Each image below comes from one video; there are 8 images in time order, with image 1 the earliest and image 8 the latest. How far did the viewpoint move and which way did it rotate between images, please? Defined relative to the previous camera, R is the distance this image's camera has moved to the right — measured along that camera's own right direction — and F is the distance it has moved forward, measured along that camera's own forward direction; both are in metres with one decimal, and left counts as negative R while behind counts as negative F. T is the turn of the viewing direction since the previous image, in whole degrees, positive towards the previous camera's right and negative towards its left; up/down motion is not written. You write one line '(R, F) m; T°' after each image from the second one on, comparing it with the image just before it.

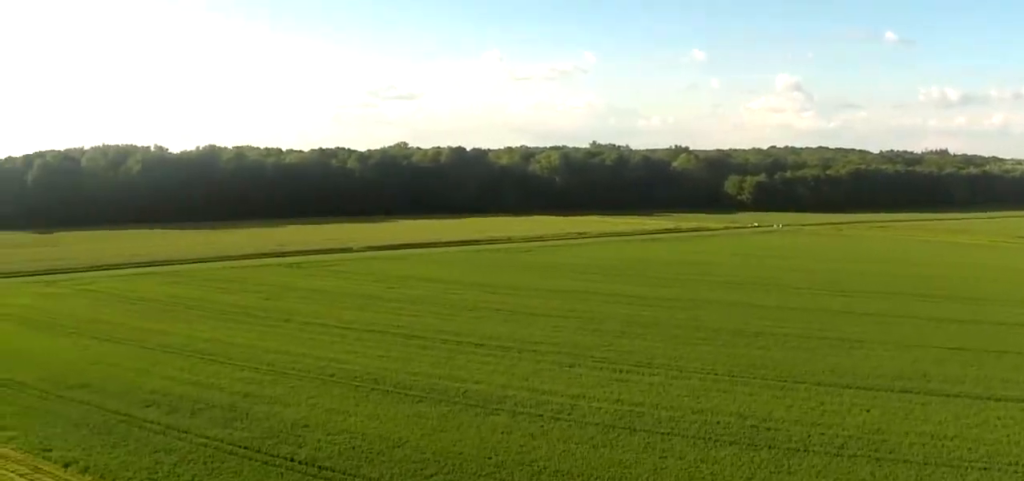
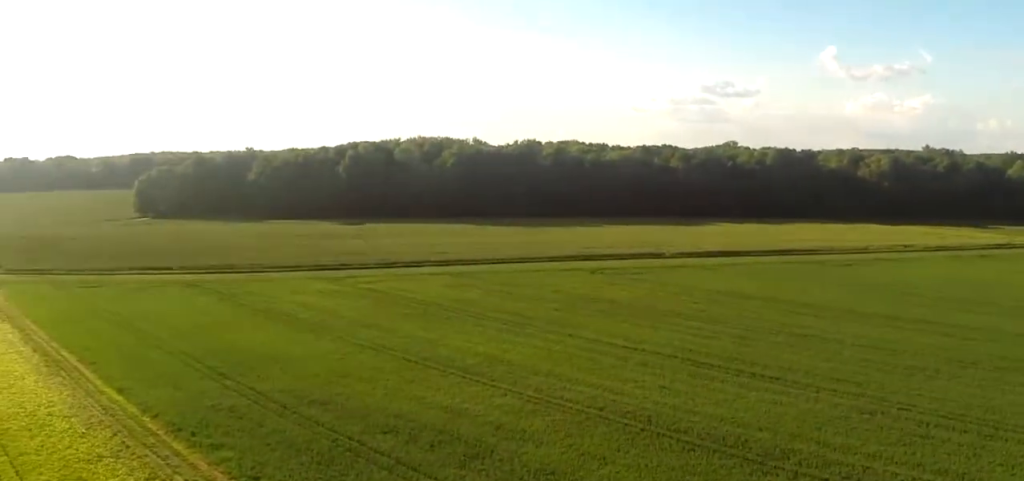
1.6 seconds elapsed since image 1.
(-1.9, +13.6) m; -15°
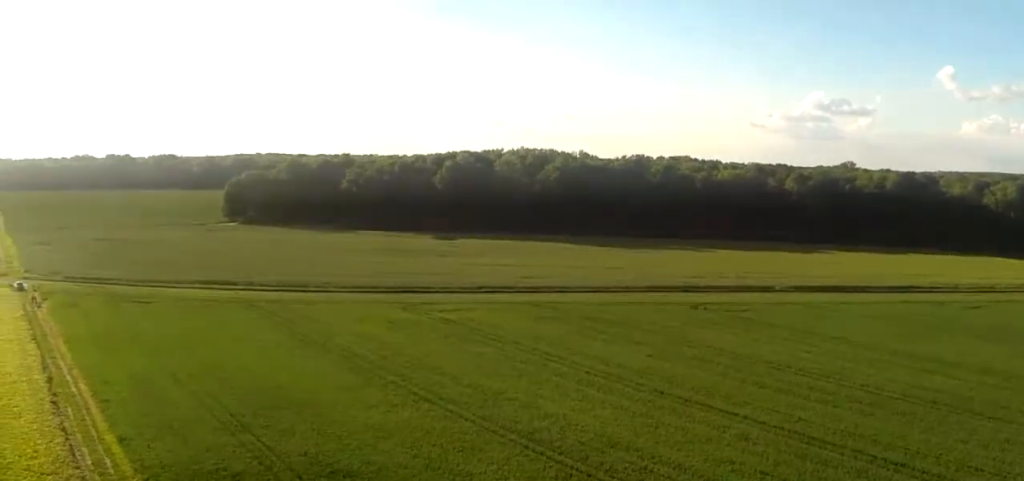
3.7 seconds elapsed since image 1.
(-4.3, +19.0) m; -26°
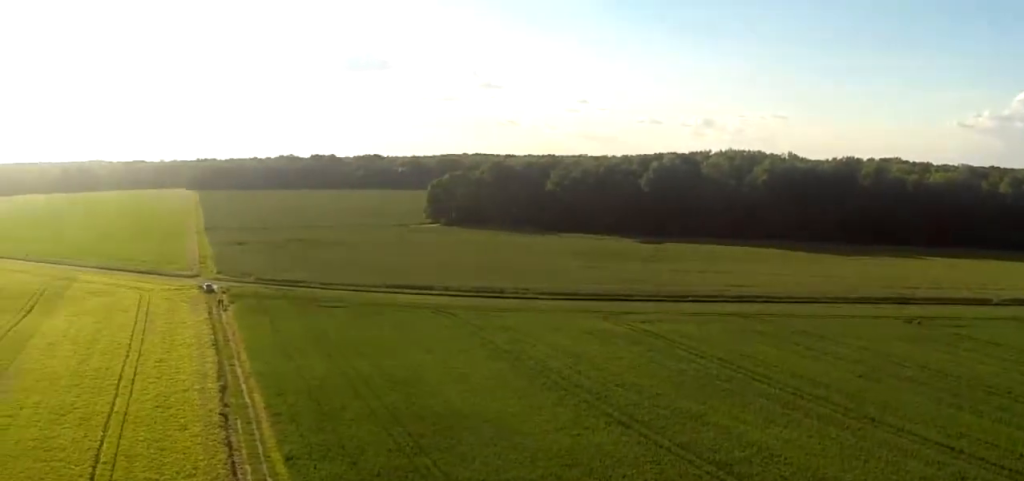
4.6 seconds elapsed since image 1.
(-0.6, +7.9) m; -9°
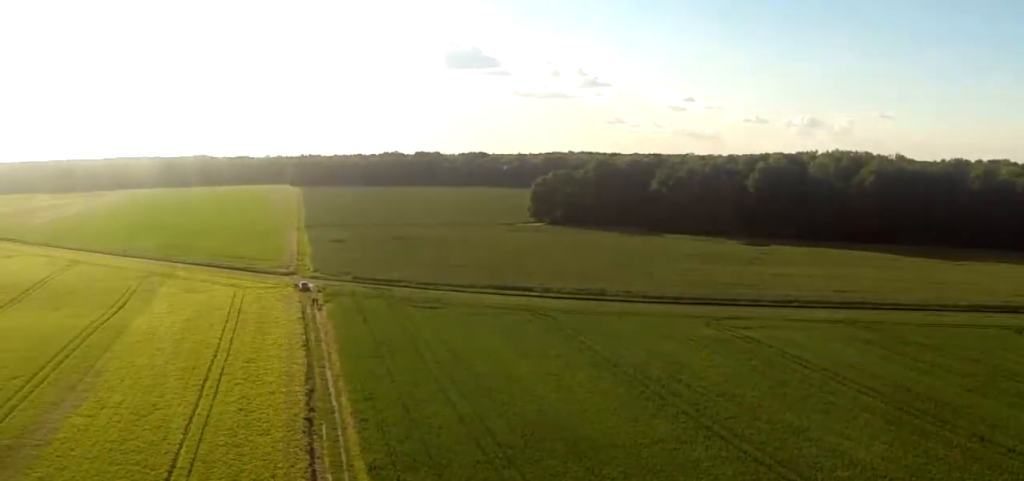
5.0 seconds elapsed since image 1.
(-0.3, +4.2) m; -3°
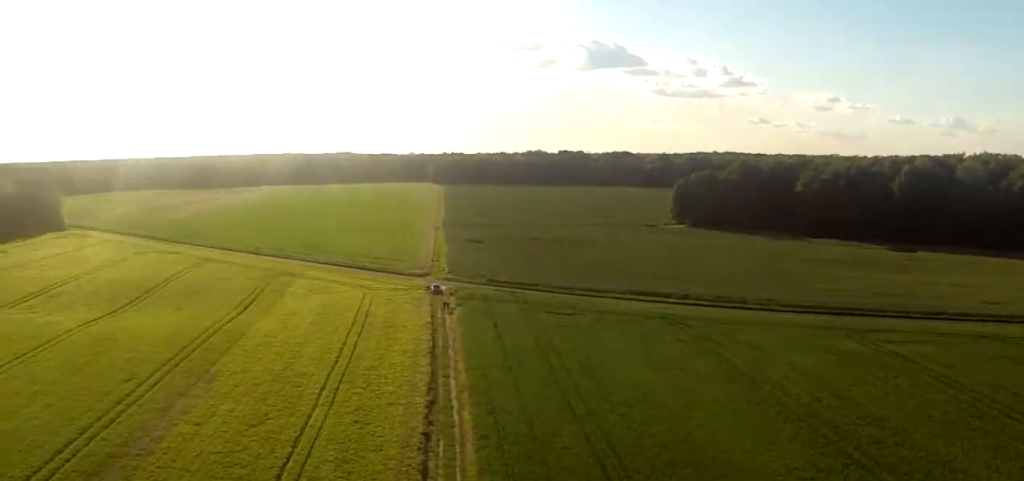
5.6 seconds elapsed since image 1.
(-0.2, +6.2) m; -4°
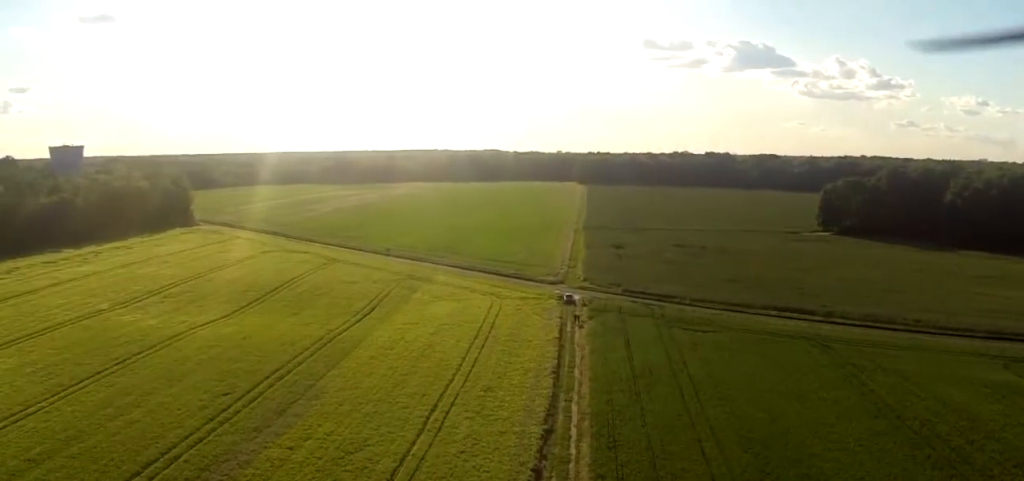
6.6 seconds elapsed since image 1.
(-0.4, +9.9) m; -4°
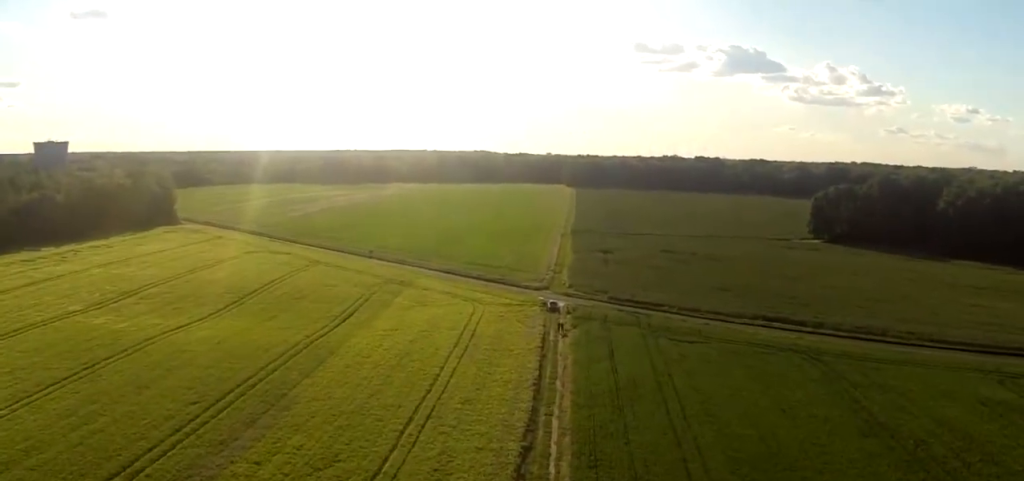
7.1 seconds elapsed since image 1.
(-0.1, +4.5) m; -1°
